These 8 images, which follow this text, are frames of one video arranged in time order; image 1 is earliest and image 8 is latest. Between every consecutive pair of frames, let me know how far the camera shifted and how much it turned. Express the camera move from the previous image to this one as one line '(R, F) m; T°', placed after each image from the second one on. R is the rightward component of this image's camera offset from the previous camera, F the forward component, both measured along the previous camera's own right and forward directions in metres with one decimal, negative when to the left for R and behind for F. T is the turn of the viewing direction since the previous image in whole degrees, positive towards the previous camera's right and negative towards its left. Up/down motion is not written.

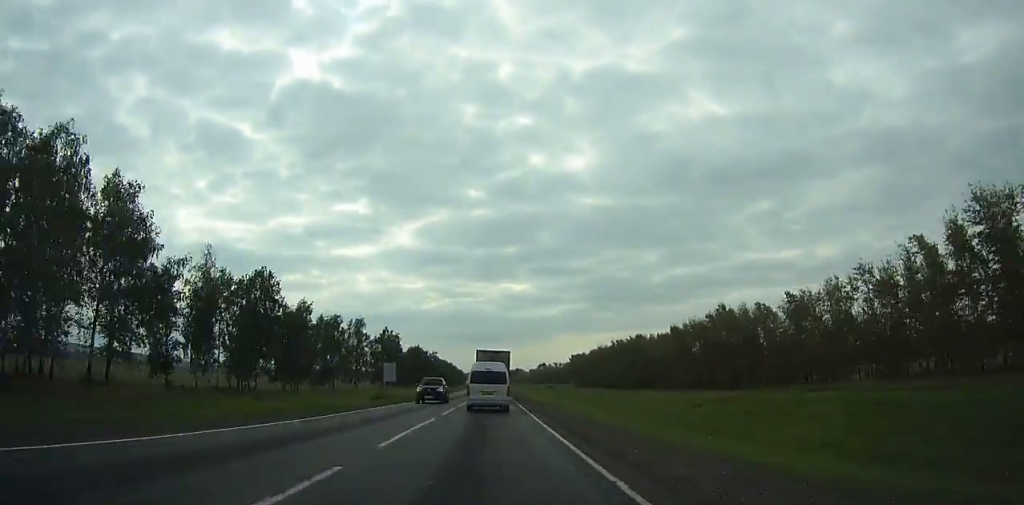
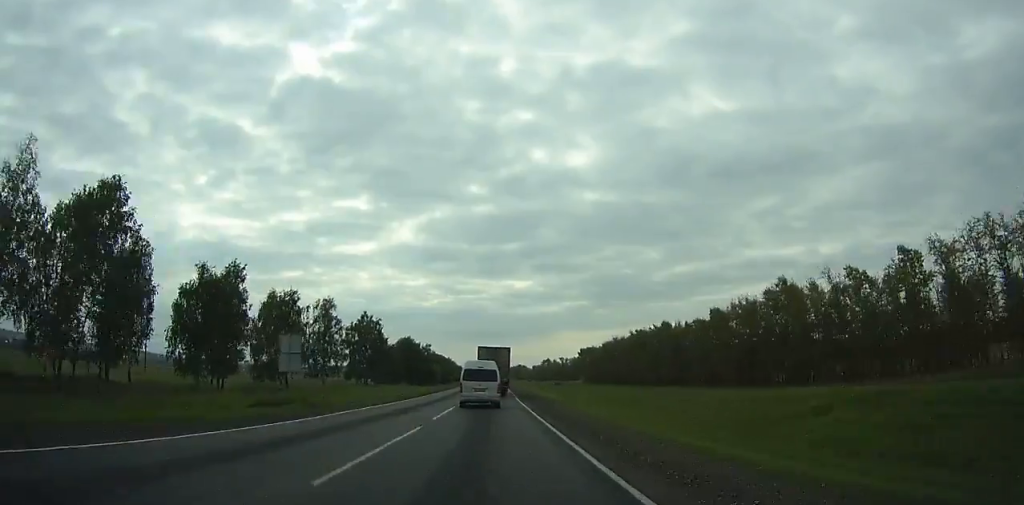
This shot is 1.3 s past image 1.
(+1.1, +28.0) m; +1°
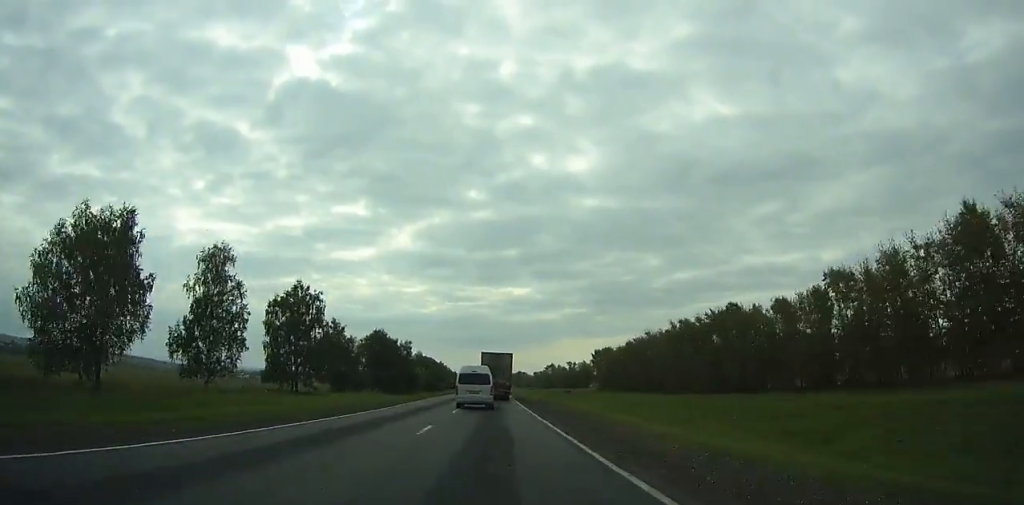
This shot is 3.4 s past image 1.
(+2.1, +45.7) m; +1°
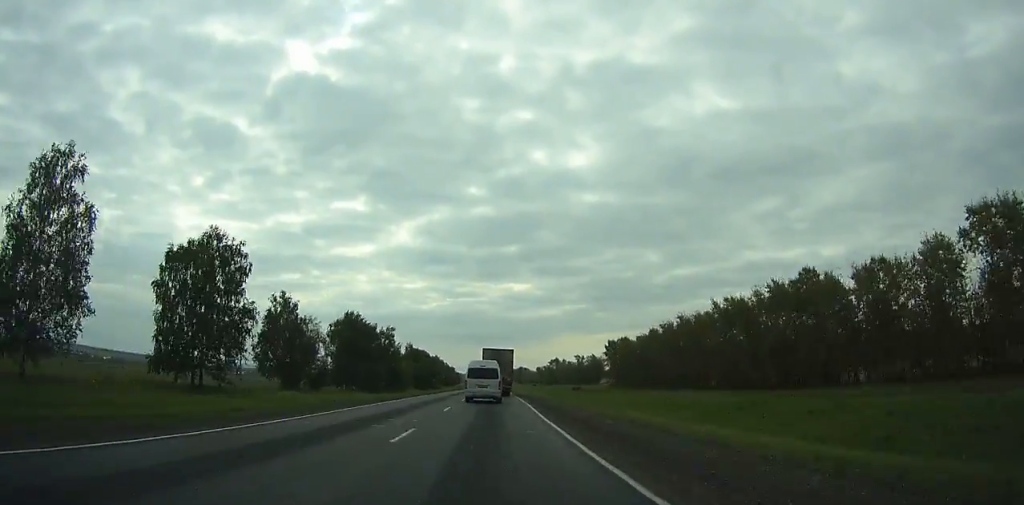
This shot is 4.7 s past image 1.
(-0.8, +28.7) m; -1°
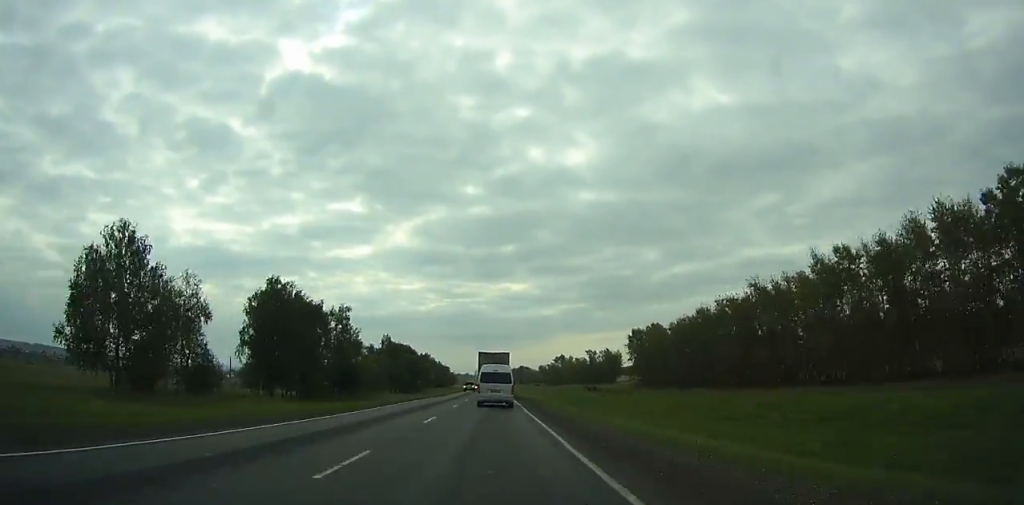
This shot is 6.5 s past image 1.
(-0.6, +39.7) m; -1°
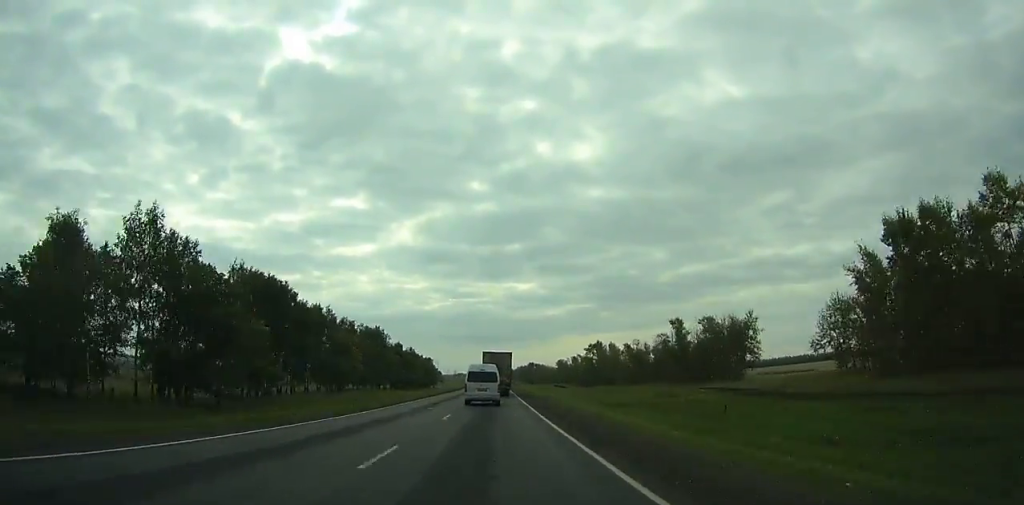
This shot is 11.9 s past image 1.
(-0.6, +118.9) m; -1°
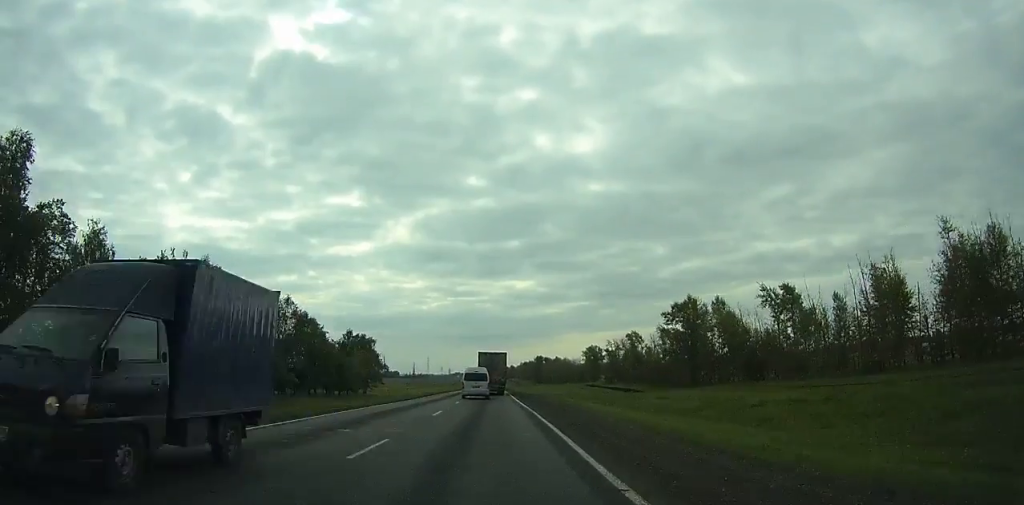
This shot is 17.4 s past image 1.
(+0.8, +121.3) m; 0°
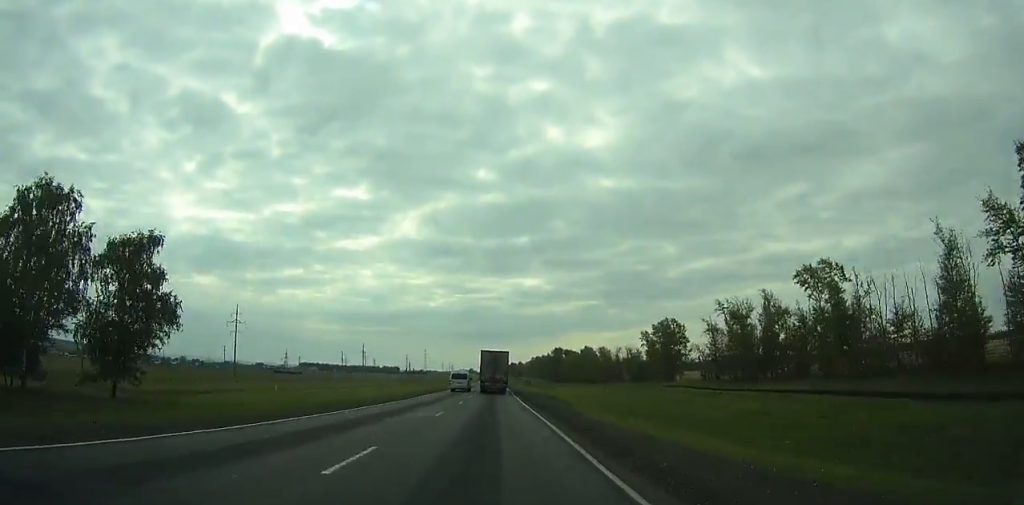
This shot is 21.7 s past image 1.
(-0.6, +95.9) m; -1°
